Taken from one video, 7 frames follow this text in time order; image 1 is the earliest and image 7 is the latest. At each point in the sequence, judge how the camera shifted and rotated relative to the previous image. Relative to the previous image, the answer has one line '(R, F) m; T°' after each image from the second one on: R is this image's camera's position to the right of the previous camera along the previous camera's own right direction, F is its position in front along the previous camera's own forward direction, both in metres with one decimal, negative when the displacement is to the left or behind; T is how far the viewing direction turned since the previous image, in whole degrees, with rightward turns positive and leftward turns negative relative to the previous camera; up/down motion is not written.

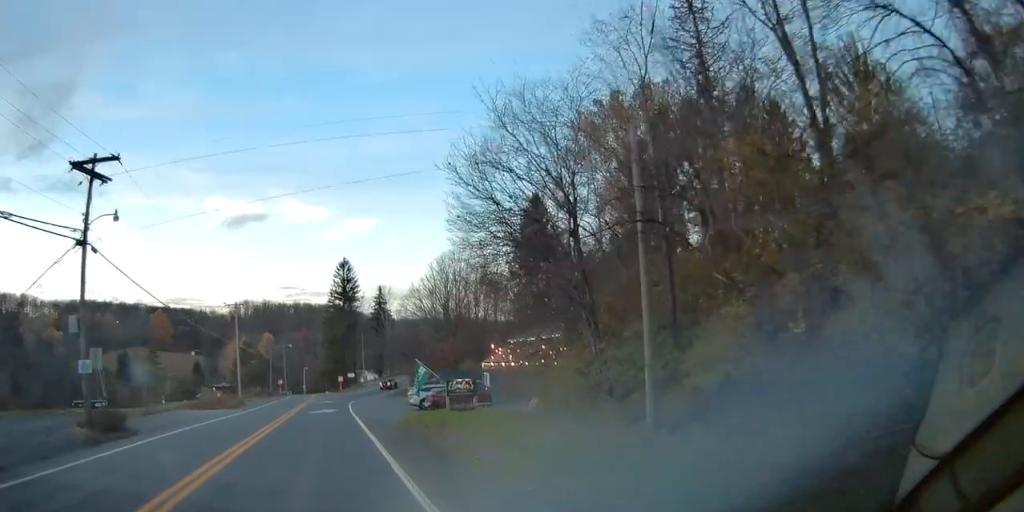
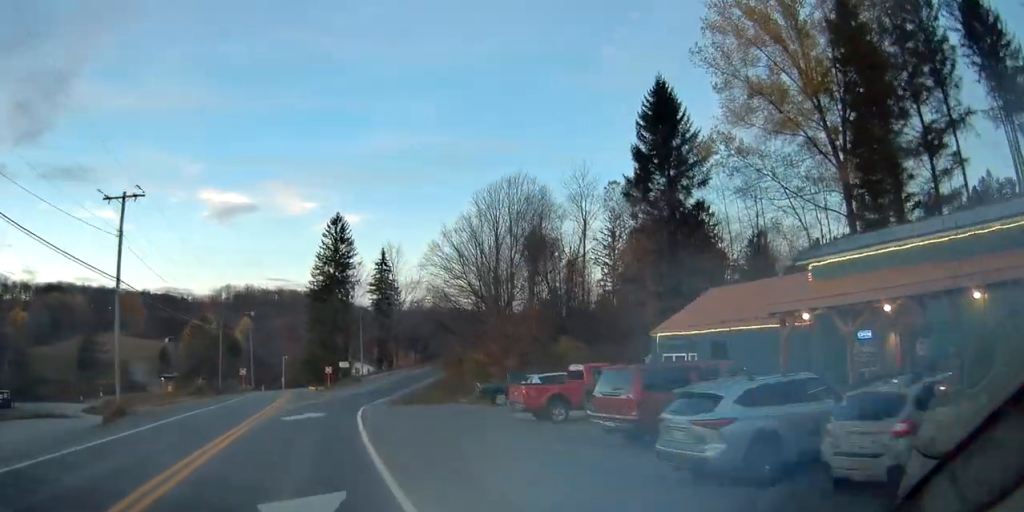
(-0.1, +32.2) m; 0°
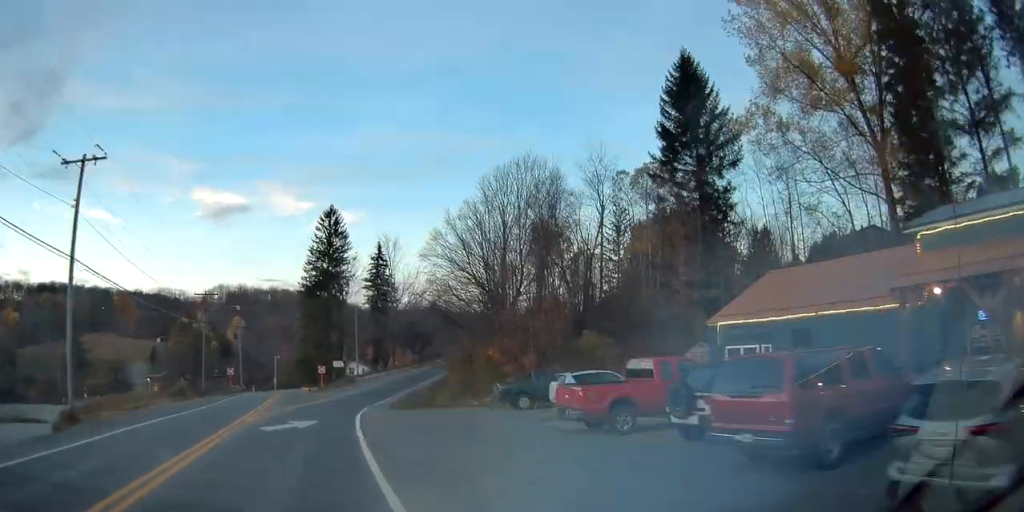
(+0.2, +4.9) m; +1°
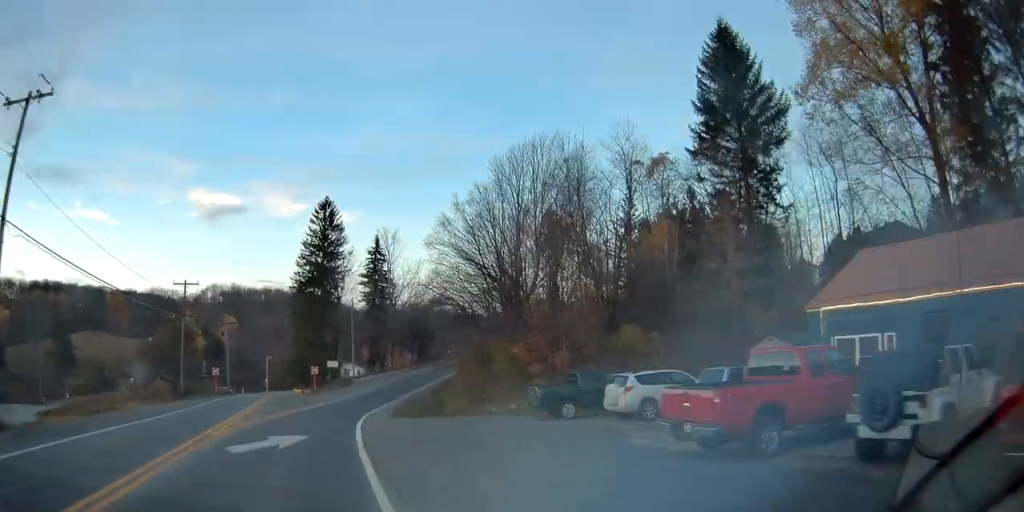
(+0.1, +5.7) m; +1°
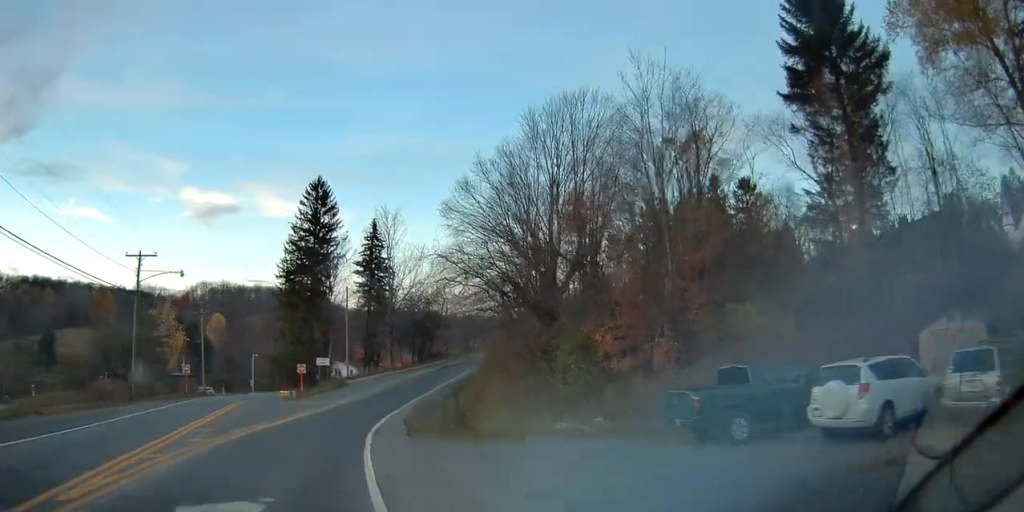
(0.0, +10.1) m; 0°
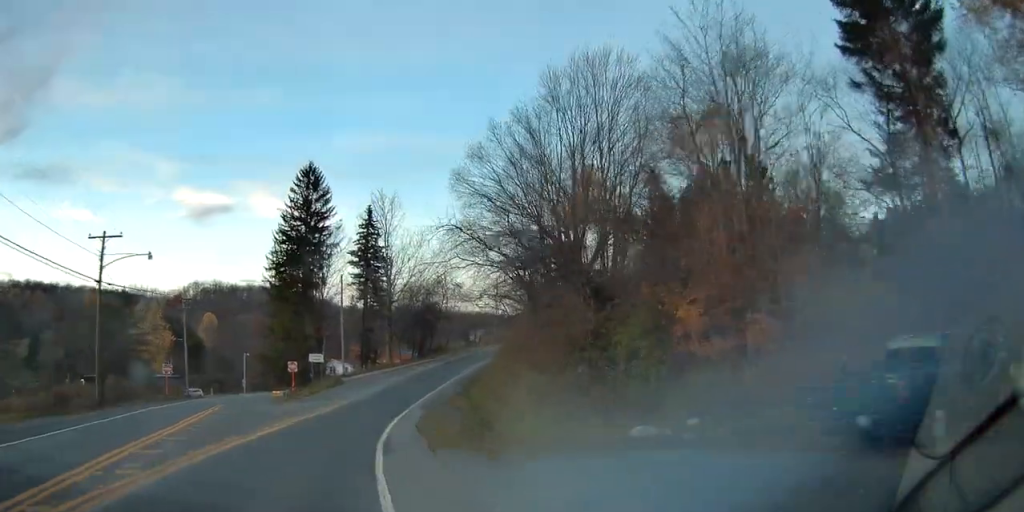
(0.0, +5.5) m; +1°
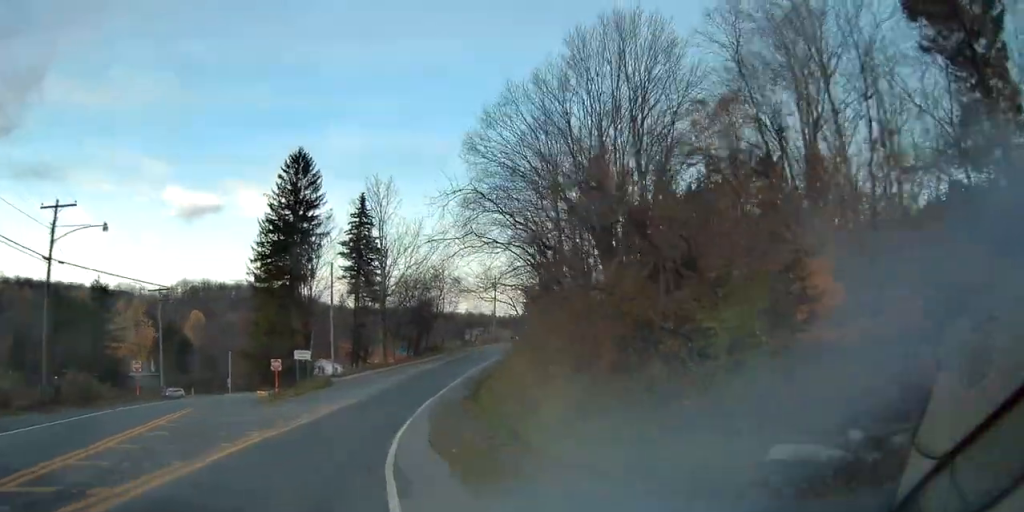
(0.0, +5.5) m; +1°
